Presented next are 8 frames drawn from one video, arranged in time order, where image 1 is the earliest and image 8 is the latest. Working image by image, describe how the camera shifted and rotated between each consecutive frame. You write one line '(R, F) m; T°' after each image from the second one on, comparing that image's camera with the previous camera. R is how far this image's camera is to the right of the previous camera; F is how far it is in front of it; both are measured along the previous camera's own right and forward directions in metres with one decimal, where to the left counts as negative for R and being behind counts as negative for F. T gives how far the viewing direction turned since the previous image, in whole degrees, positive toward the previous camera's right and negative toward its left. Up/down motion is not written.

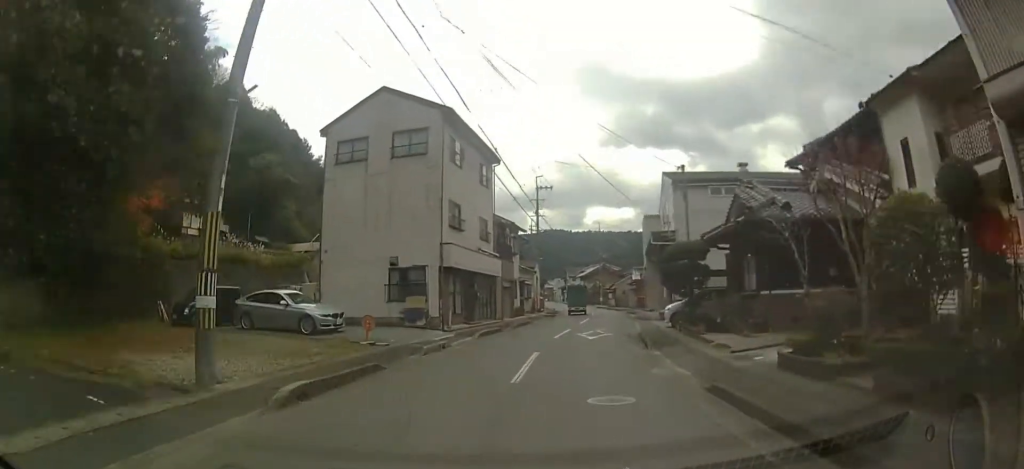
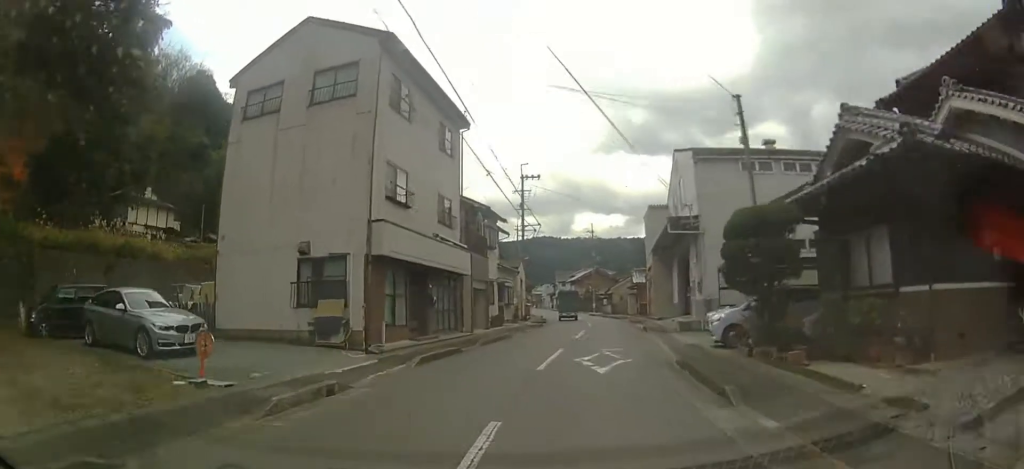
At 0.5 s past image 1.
(+0.4, +7.2) m; +2°
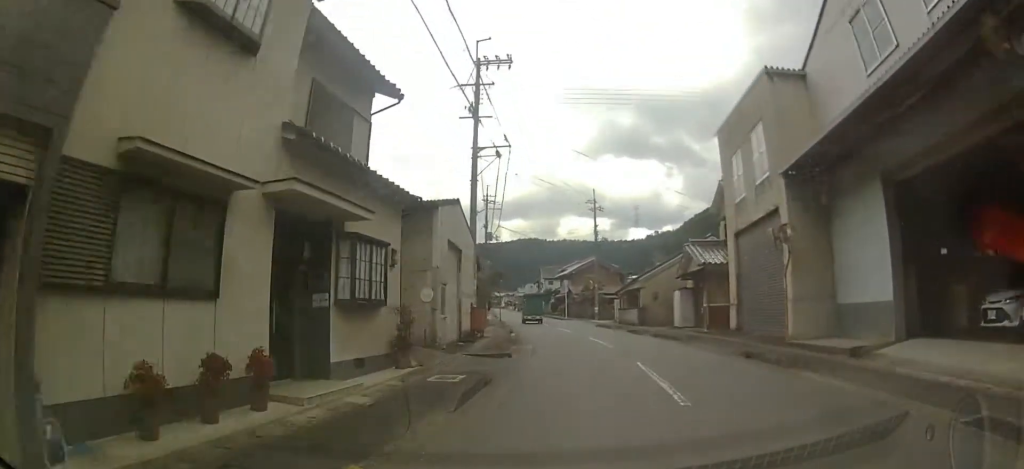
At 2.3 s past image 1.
(-0.3, +23.6) m; -1°
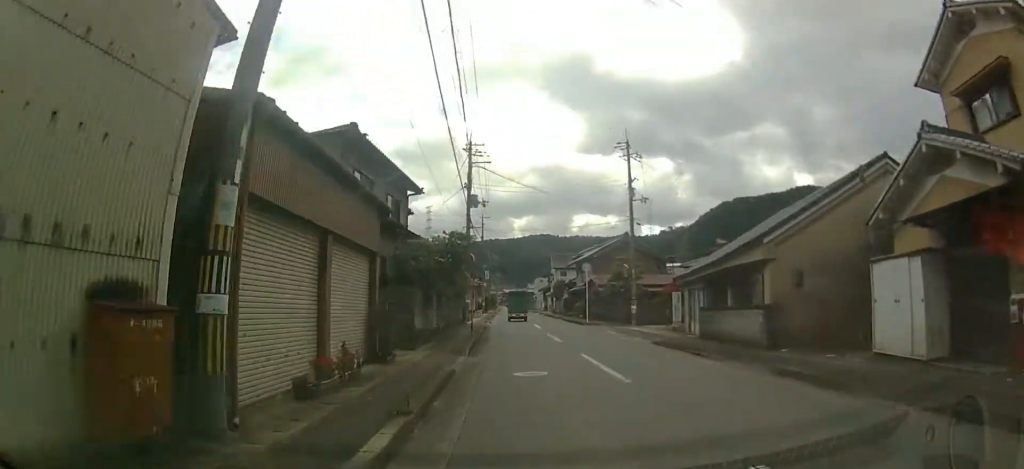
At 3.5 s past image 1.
(+1.7, +17.6) m; +6°
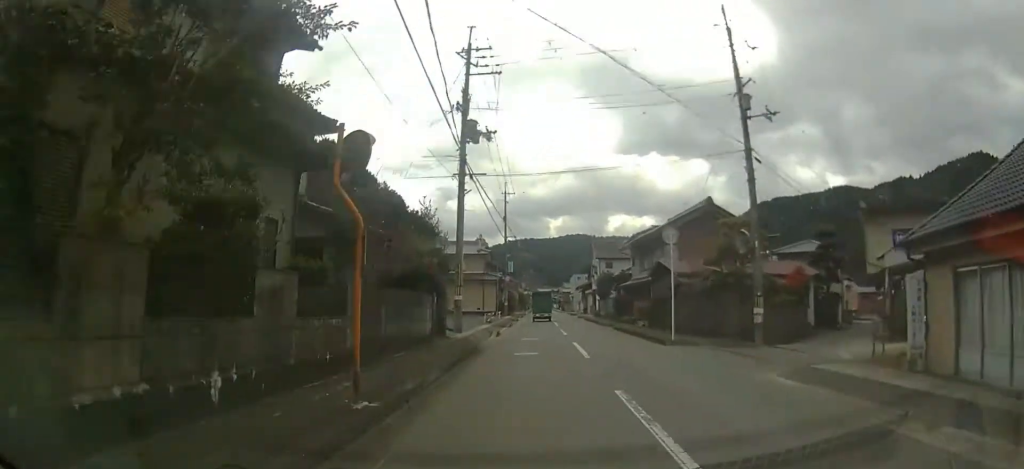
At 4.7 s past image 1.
(+0.2, +15.4) m; -2°
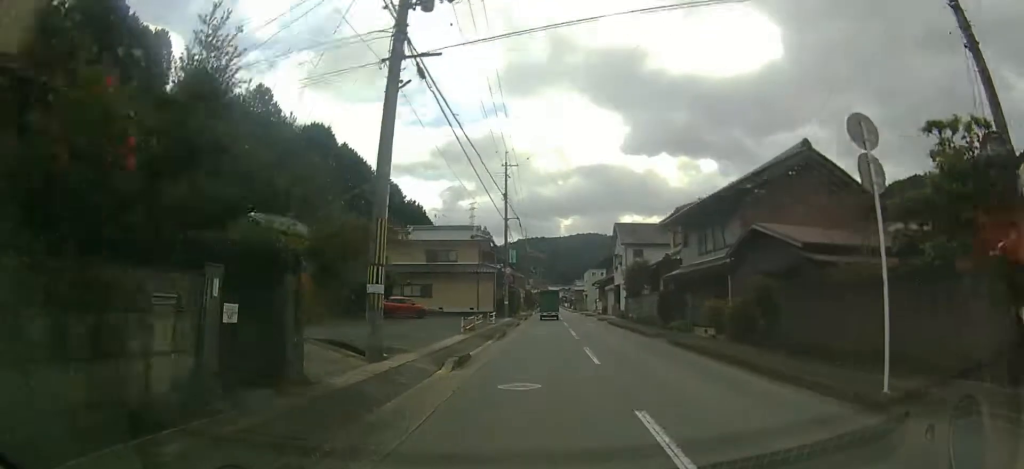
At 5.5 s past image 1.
(-0.4, +11.7) m; -4°
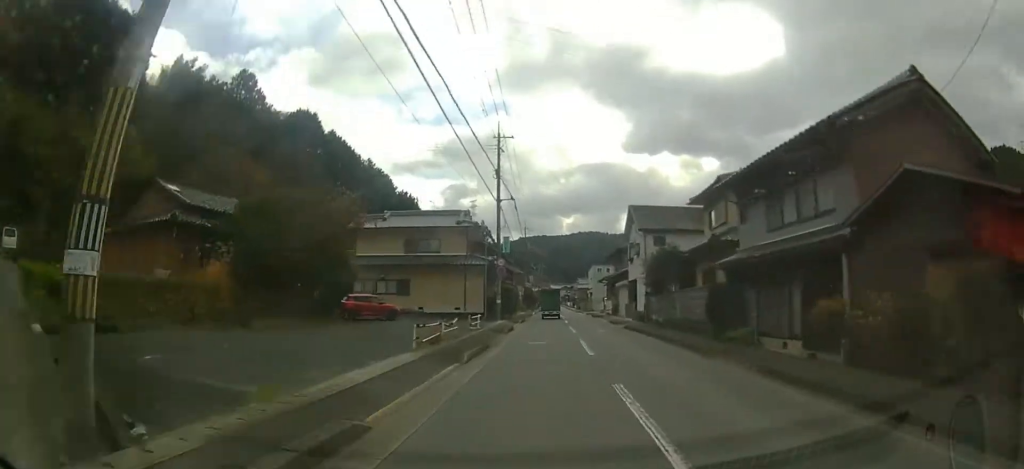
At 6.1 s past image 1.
(-0.4, +7.7) m; -2°
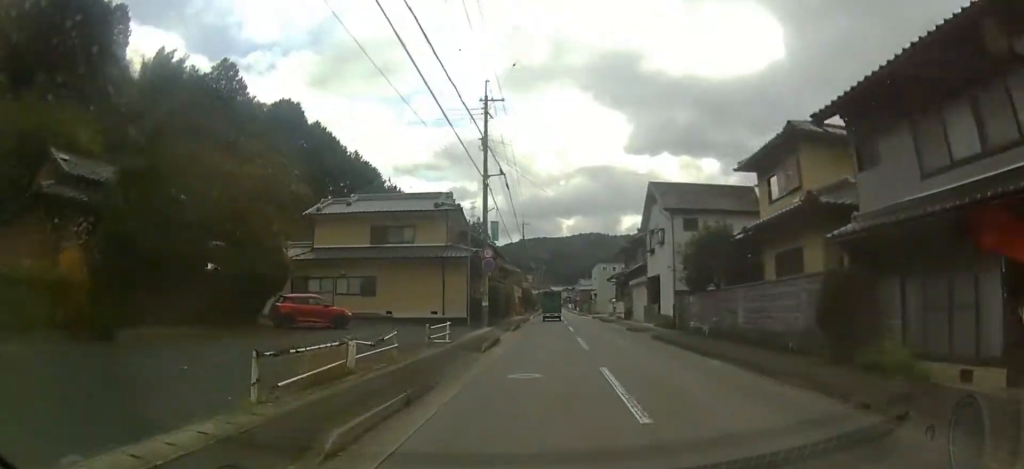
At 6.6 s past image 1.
(-0.1, +7.7) m; 0°
